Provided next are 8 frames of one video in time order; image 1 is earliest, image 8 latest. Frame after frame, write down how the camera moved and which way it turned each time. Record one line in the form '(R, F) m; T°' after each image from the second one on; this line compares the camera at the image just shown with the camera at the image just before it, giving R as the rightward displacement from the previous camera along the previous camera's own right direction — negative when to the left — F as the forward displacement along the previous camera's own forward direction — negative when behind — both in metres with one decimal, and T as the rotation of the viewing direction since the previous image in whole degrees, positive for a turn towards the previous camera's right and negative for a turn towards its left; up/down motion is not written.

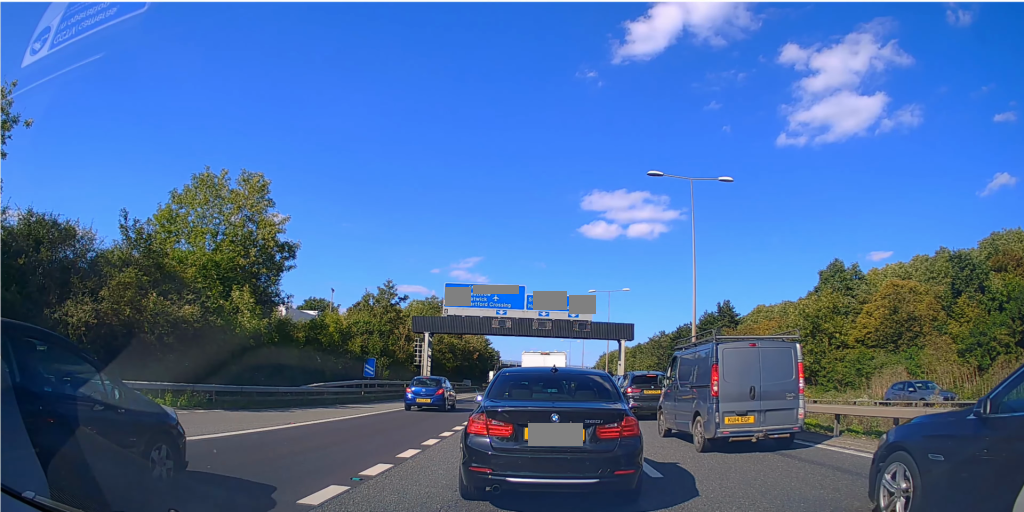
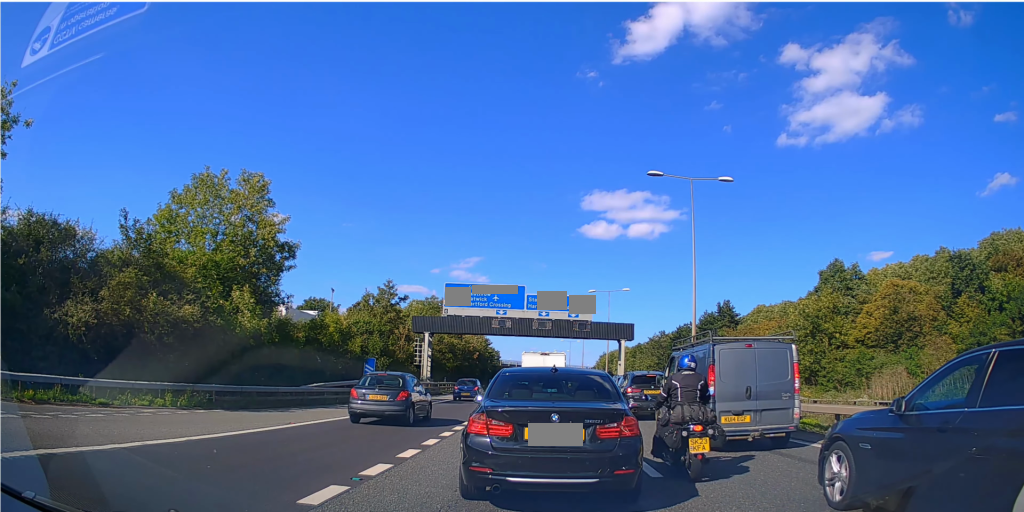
(0.0, 0.0) m; 0°
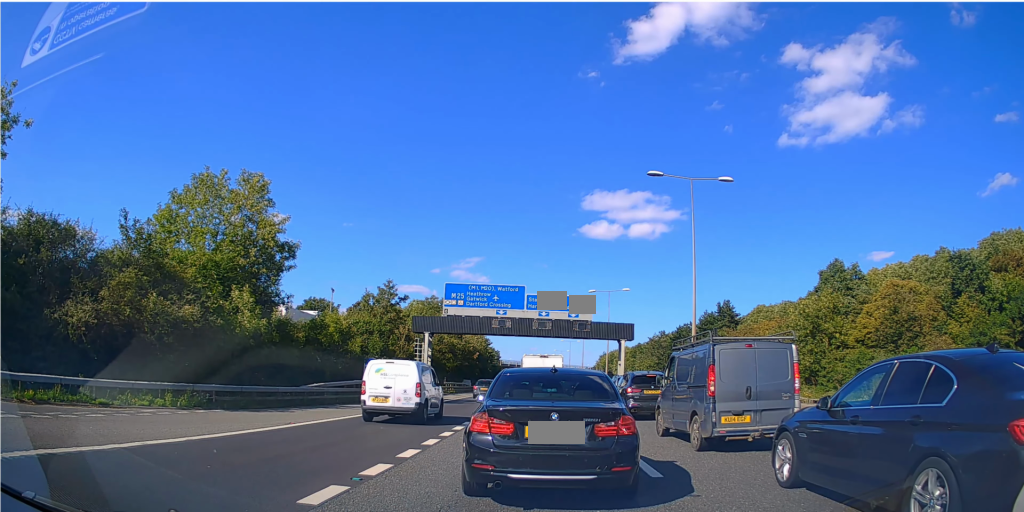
(0.0, 0.0) m; 0°
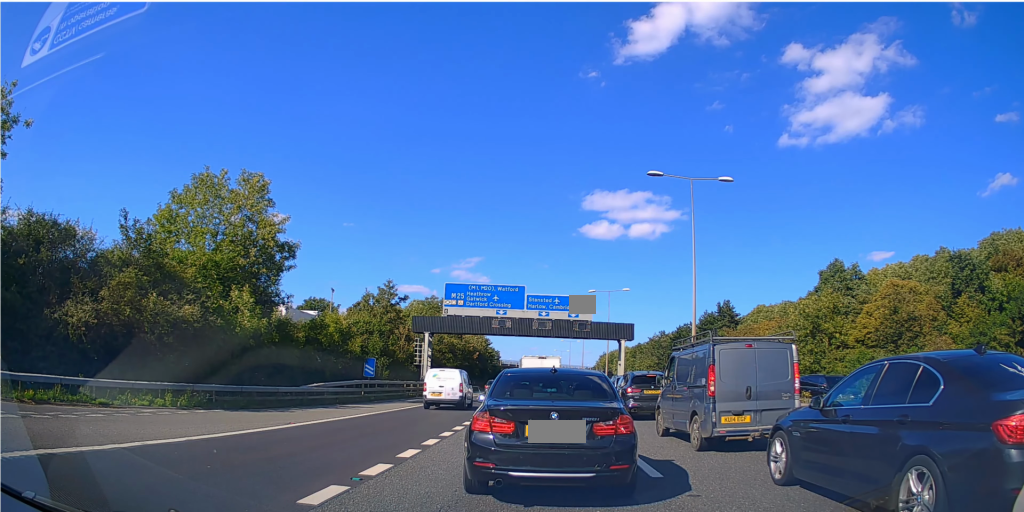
(0.0, 0.0) m; 0°
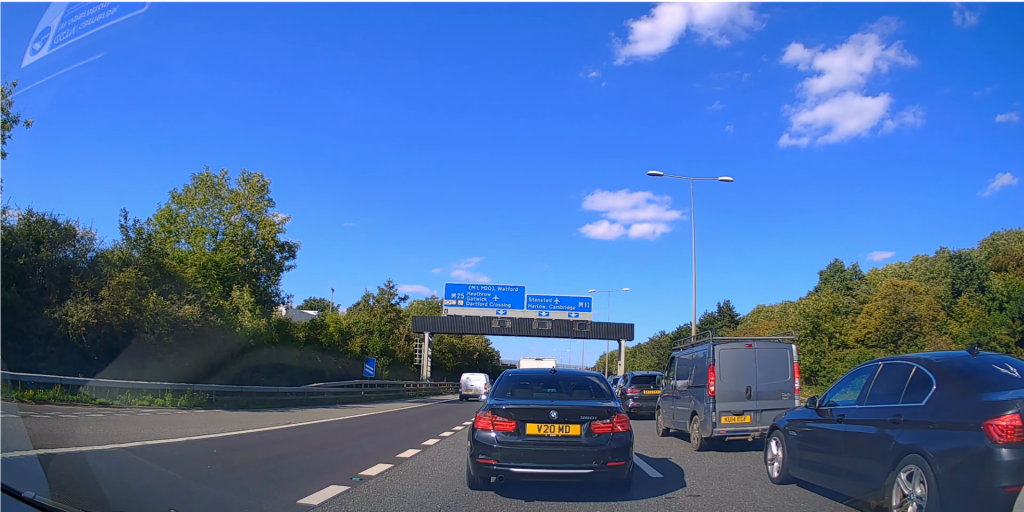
(0.0, 0.0) m; 0°
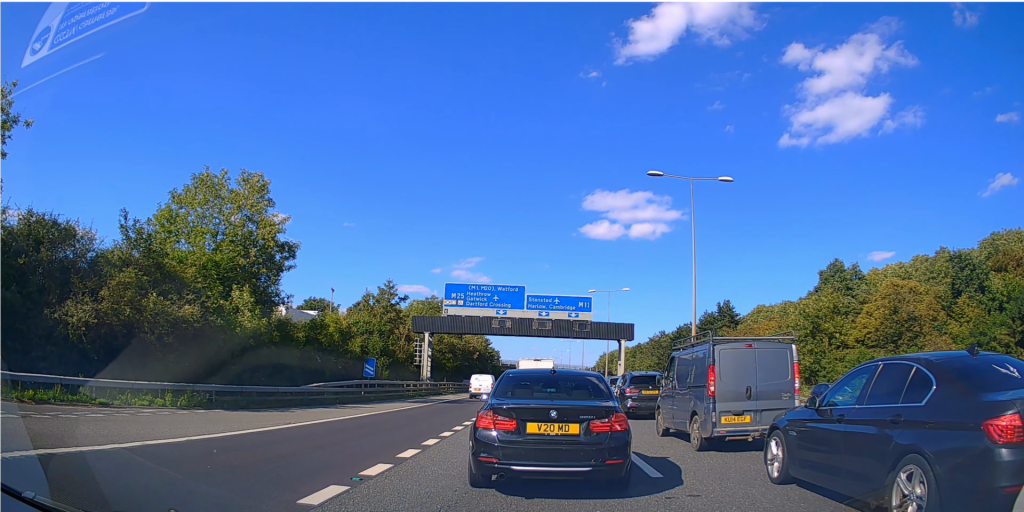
(0.0, 0.0) m; 0°
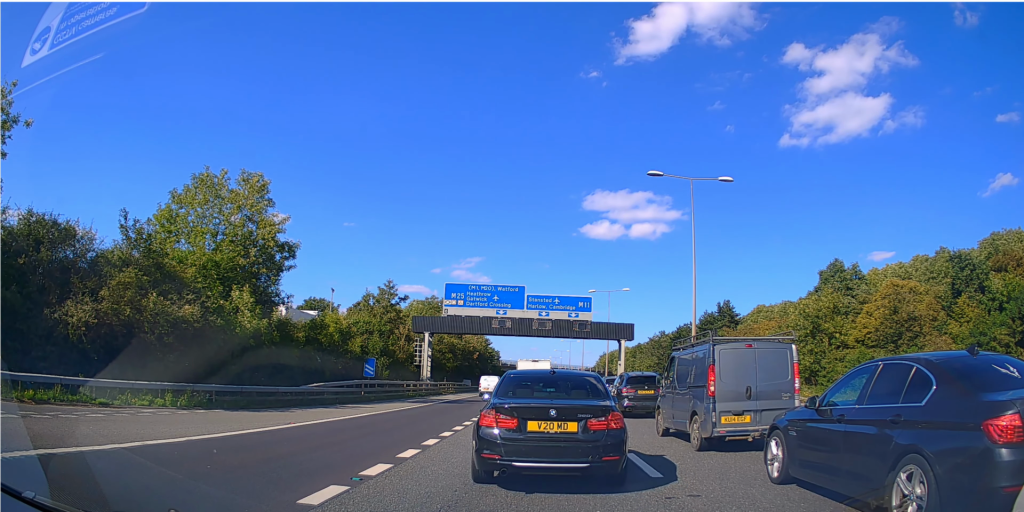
(0.0, 0.0) m; 0°
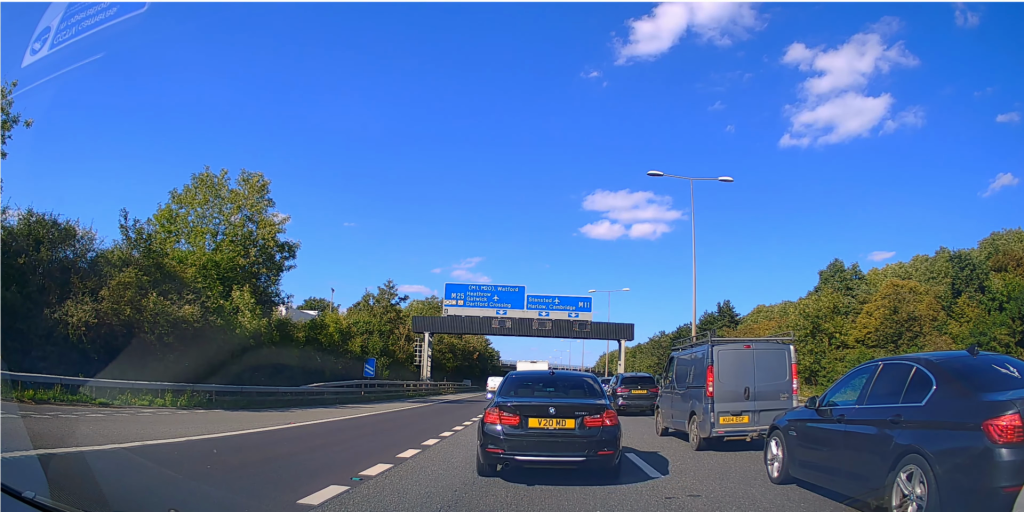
(0.0, 0.0) m; 0°
